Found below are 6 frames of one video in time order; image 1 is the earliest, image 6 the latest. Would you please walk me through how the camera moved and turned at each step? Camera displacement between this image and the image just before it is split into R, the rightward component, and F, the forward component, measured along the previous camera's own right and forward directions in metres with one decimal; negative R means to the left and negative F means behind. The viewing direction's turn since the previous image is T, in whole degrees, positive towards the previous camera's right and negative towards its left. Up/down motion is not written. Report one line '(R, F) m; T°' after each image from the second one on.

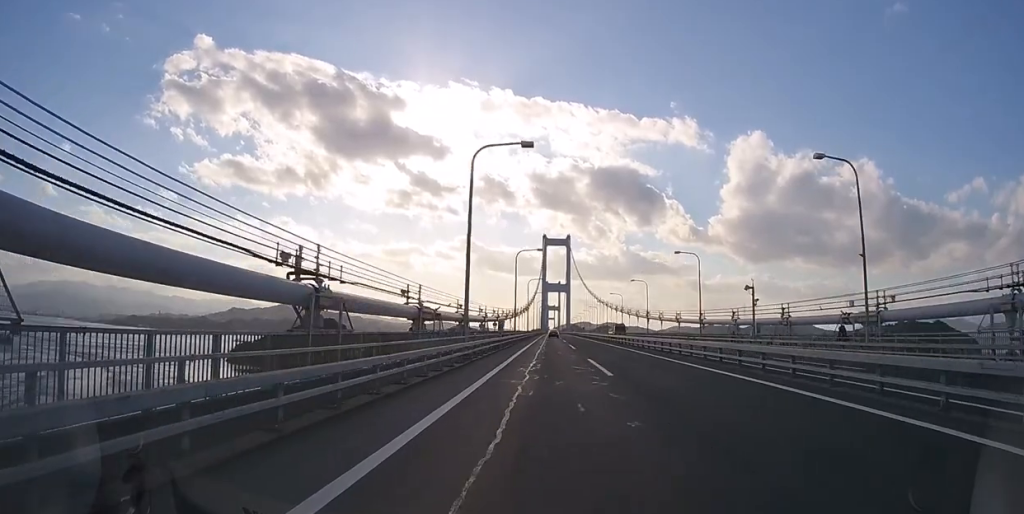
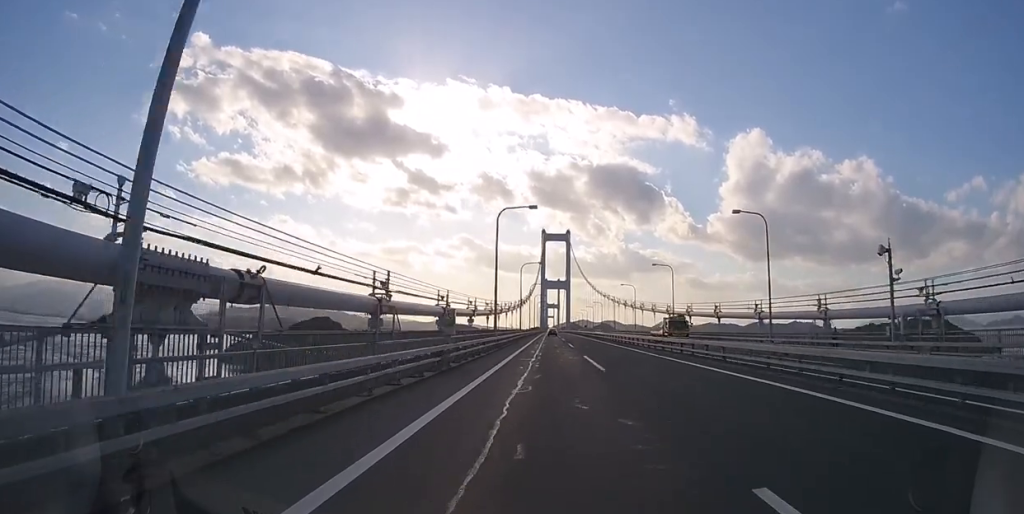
(0.0, +18.1) m; 0°
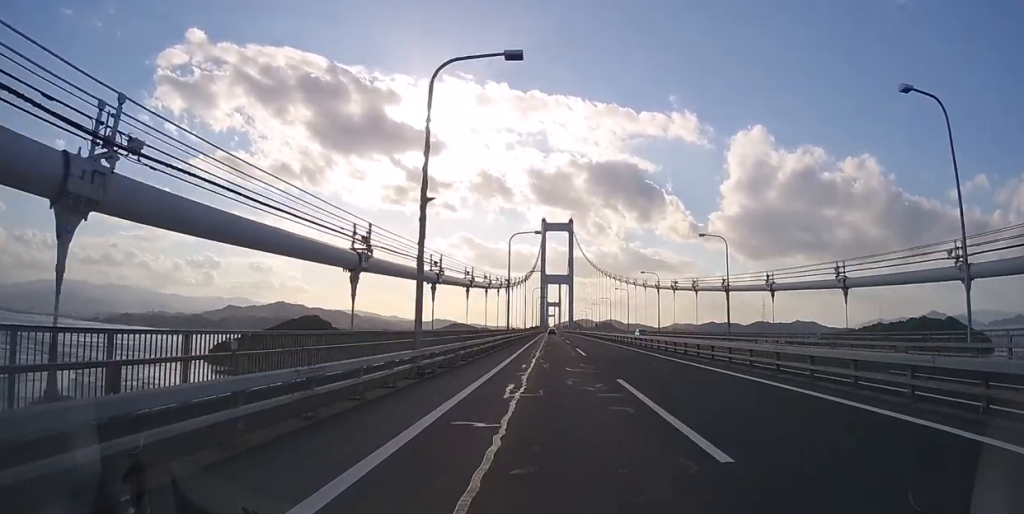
(0.0, +50.4) m; 0°
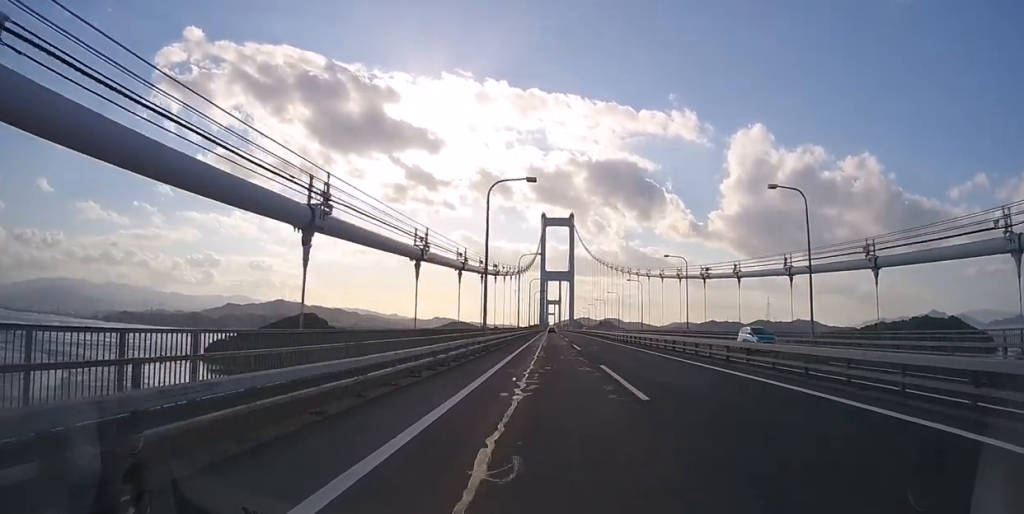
(0.0, +16.4) m; 0°
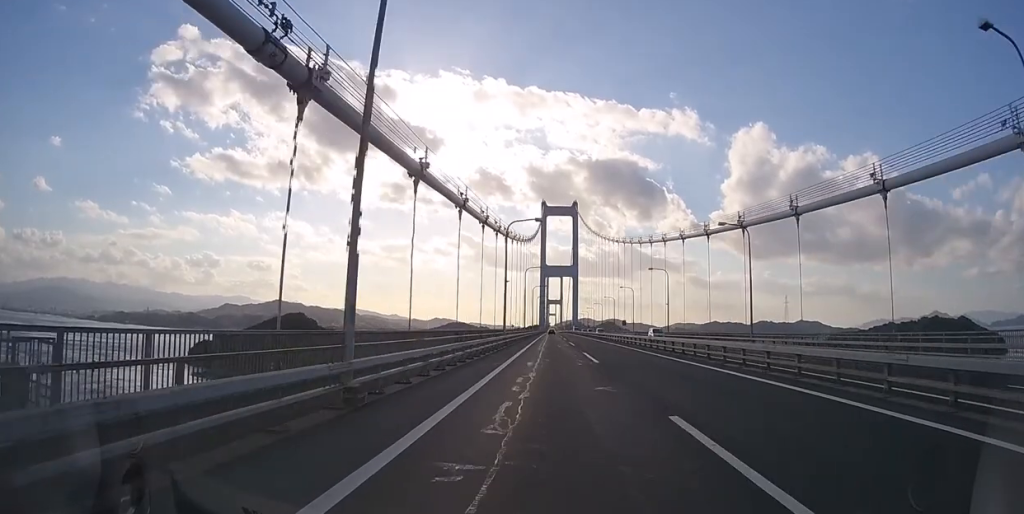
(+0.1, +50.2) m; +2°
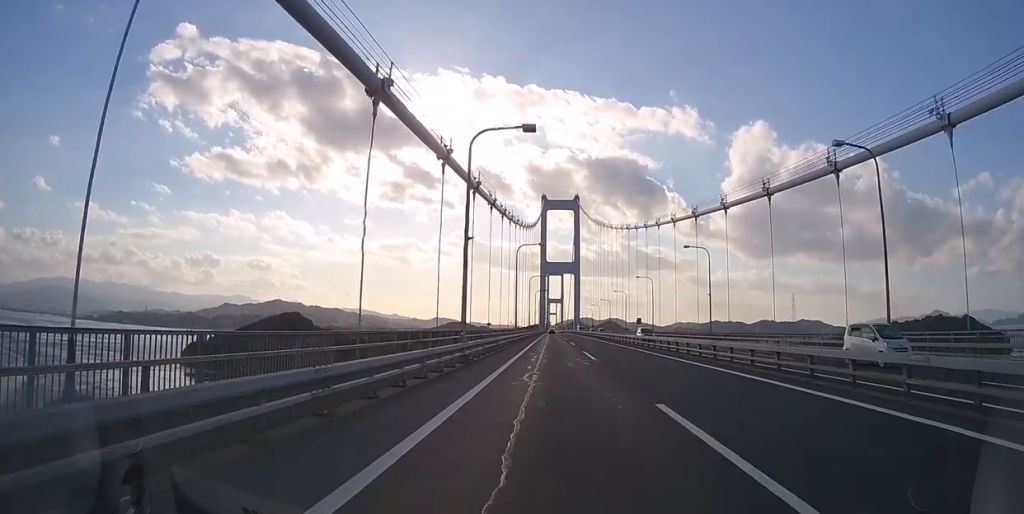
(+0.5, +18.5) m; -2°
